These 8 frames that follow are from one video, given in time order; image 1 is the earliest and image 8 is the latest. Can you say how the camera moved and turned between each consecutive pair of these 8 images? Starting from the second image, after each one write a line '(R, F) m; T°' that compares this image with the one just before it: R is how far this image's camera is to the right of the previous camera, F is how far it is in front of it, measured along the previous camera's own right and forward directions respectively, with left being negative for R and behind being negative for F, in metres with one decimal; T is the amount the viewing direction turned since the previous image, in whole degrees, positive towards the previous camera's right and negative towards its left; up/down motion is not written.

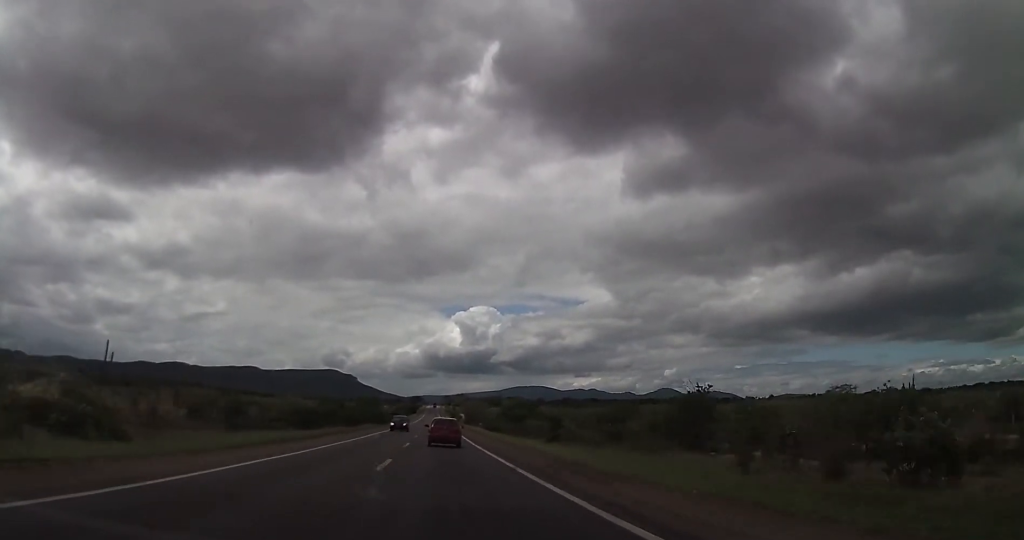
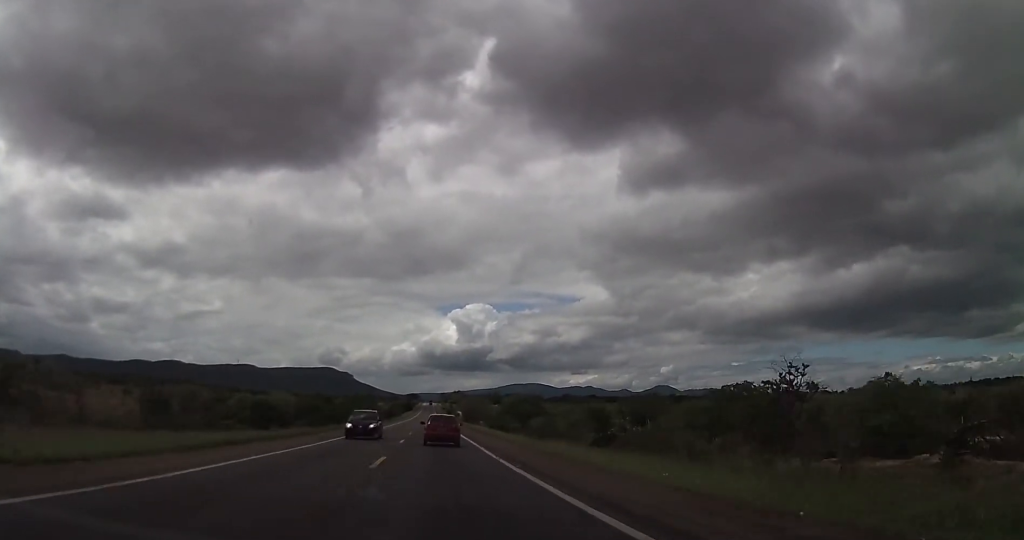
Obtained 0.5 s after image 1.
(+0.1, +16.6) m; 0°
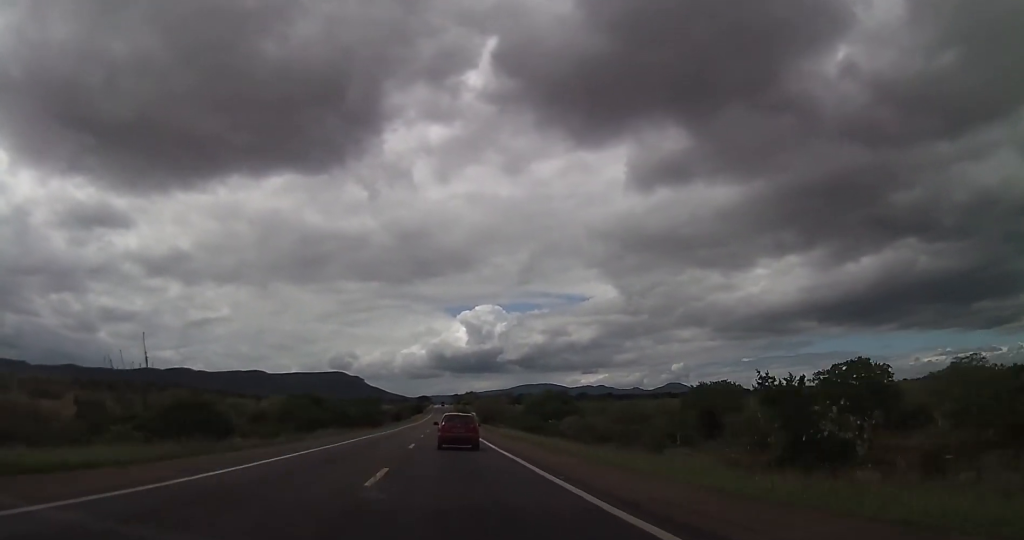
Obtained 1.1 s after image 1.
(-0.1, +18.7) m; 0°
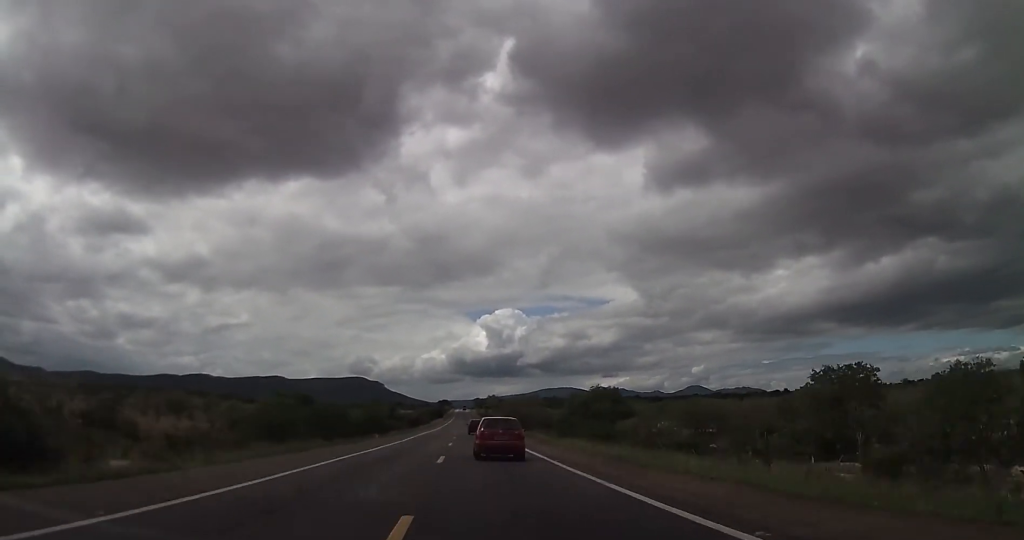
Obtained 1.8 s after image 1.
(-0.1, +19.3) m; 0°
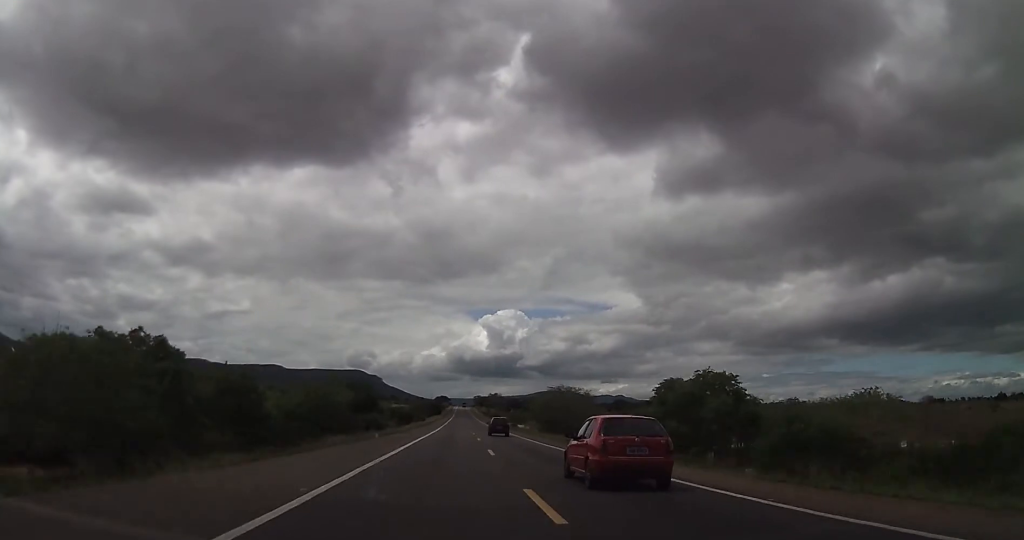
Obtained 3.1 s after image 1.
(-0.1, +39.4) m; 0°
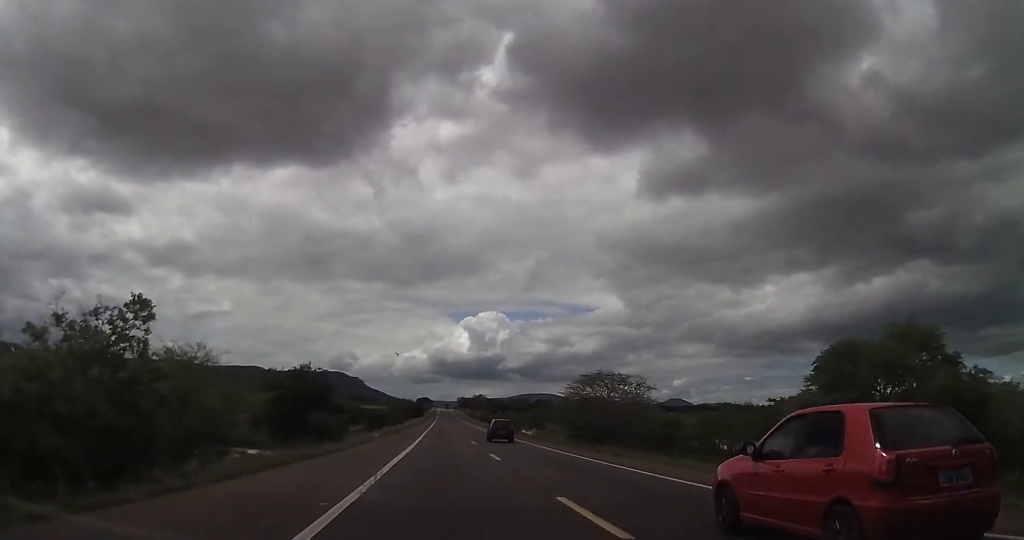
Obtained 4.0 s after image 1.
(-0.1, +31.0) m; 0°
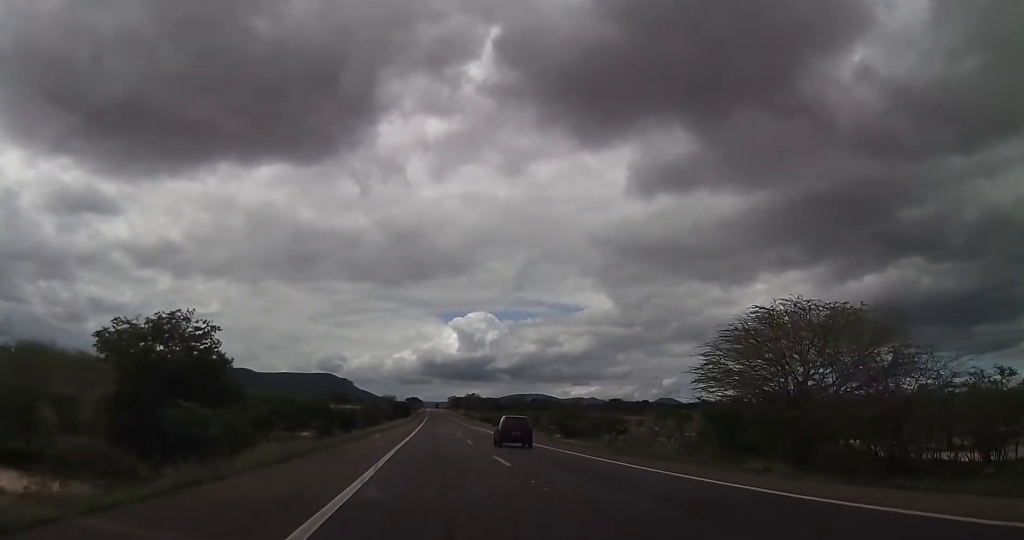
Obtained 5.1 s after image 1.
(-0.2, +38.5) m; 0°
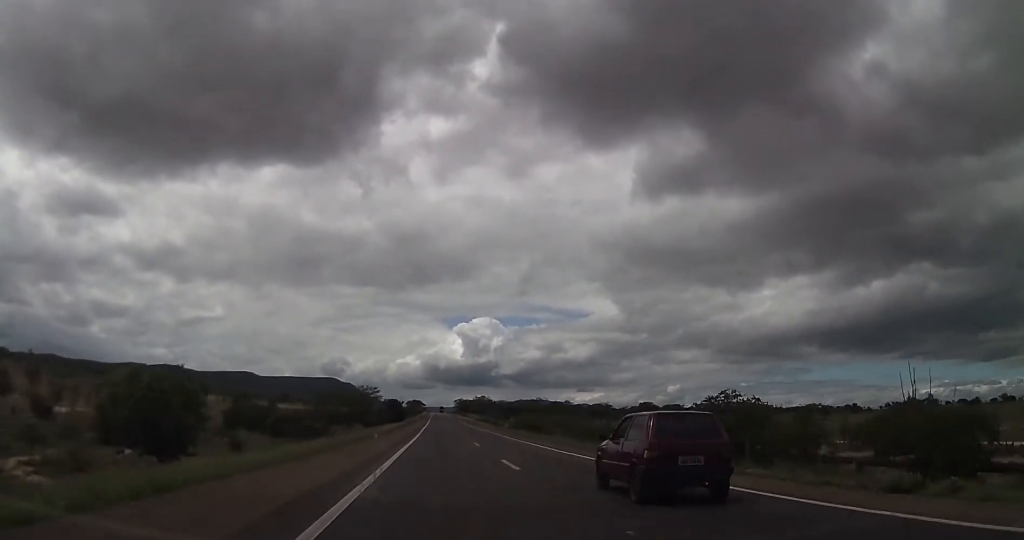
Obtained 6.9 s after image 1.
(+0.8, +70.9) m; +1°
